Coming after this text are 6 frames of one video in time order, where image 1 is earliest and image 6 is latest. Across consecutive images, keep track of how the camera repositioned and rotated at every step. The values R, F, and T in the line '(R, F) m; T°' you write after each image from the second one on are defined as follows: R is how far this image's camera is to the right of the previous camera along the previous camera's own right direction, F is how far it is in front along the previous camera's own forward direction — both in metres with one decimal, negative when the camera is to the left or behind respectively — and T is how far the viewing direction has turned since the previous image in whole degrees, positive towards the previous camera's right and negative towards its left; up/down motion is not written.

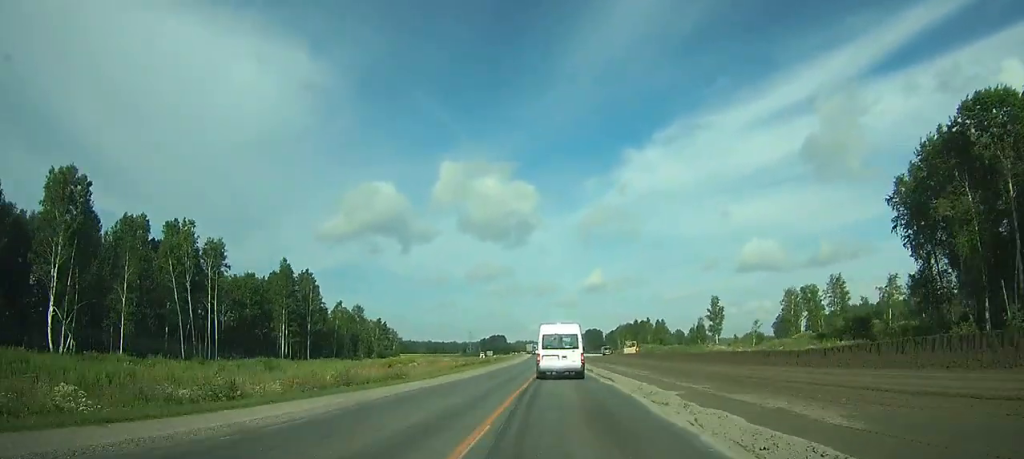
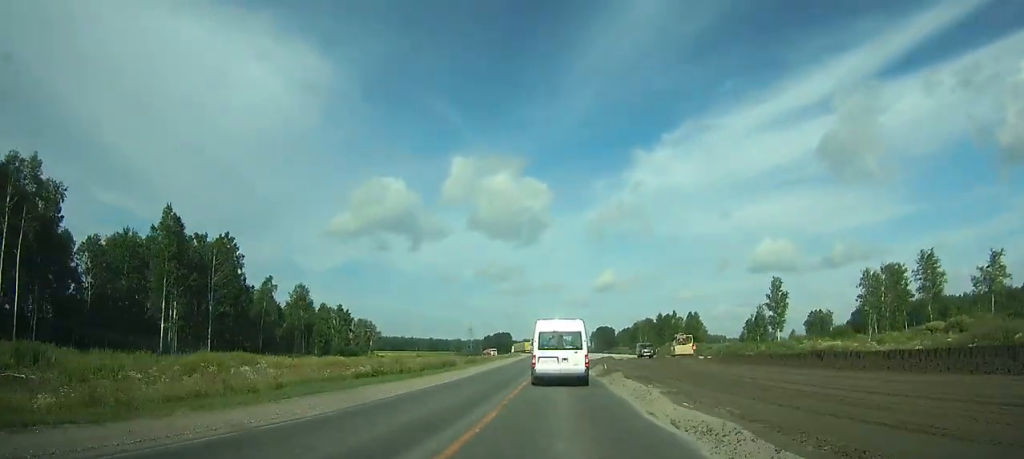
(-0.1, +46.4) m; 0°
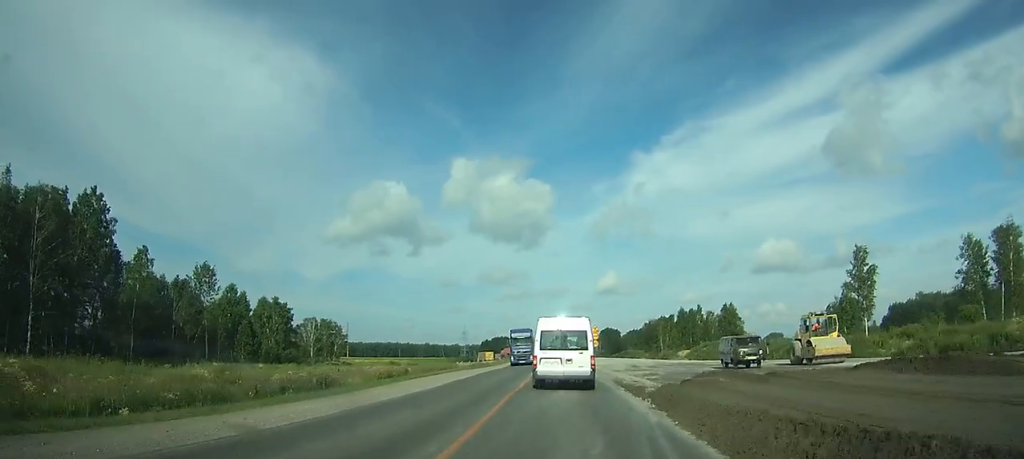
(-0.3, +43.3) m; -1°
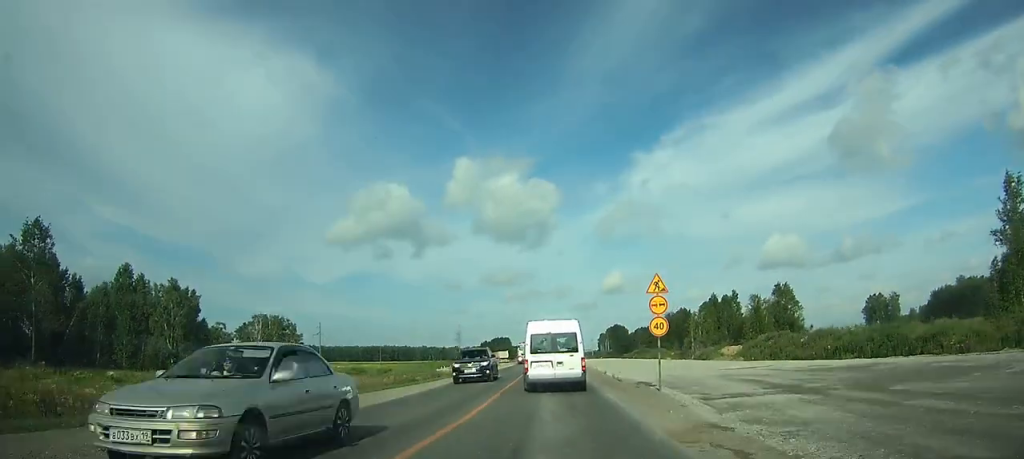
(-0.3, +41.3) m; -1°
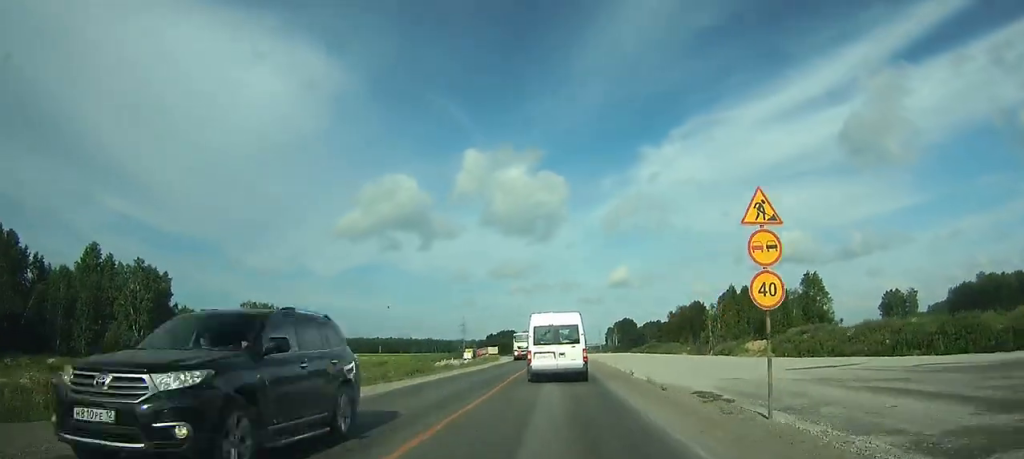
(0.0, +11.3) m; 0°
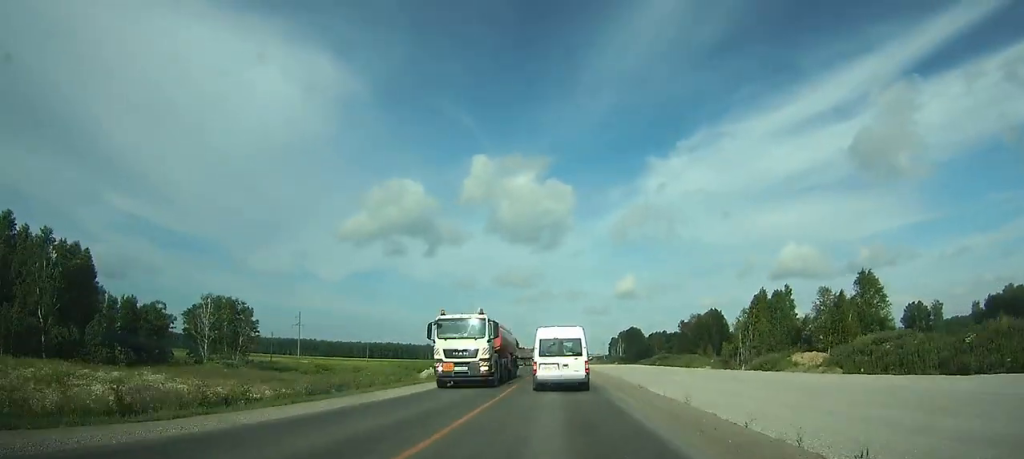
(0.0, +20.5) m; 0°
